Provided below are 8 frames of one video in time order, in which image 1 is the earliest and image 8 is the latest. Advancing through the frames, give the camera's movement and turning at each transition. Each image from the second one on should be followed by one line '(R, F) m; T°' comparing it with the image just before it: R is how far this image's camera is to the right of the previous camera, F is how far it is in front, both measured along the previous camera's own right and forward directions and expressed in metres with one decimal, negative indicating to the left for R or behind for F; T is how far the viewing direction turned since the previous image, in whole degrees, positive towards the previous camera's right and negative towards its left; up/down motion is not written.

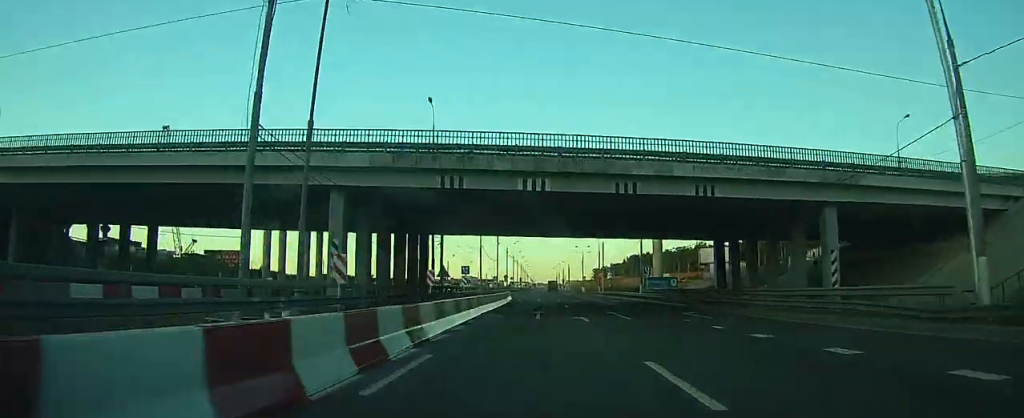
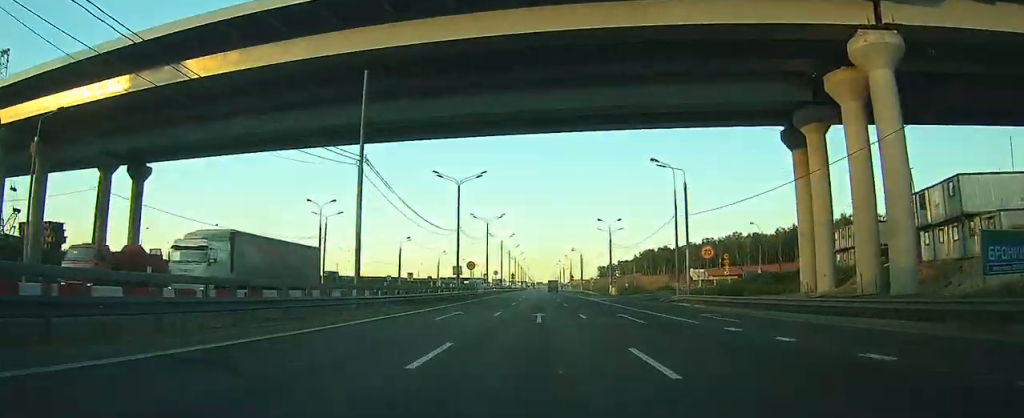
(-0.7, +61.4) m; 0°
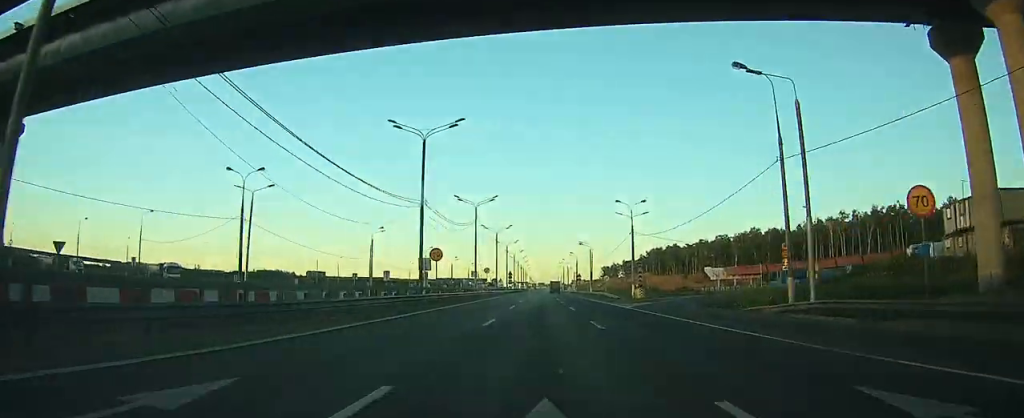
(+0.2, +21.3) m; 0°
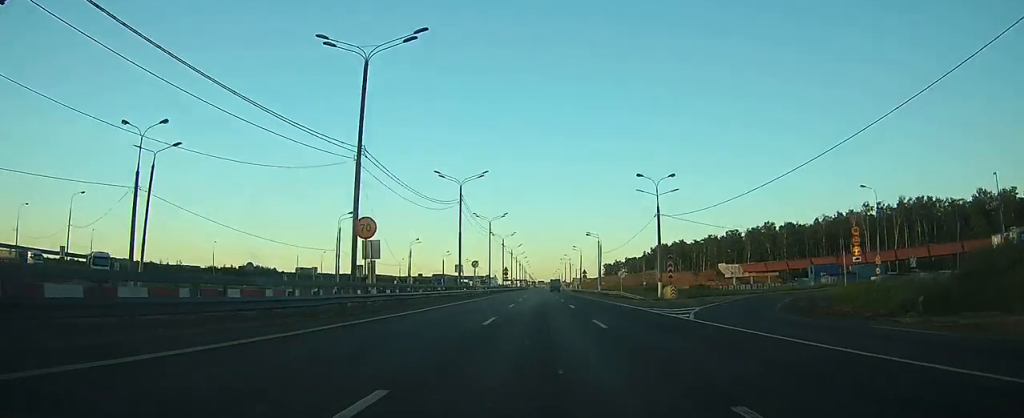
(0.0, +16.2) m; 0°
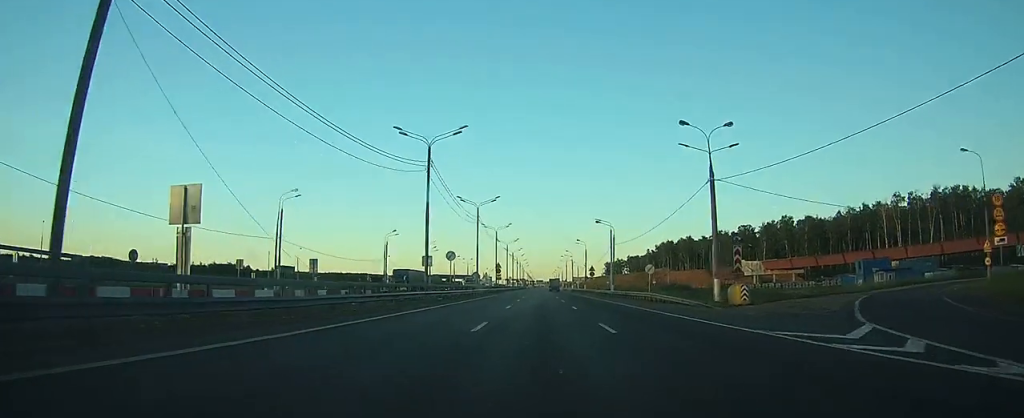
(0.0, +18.8) m; 0°
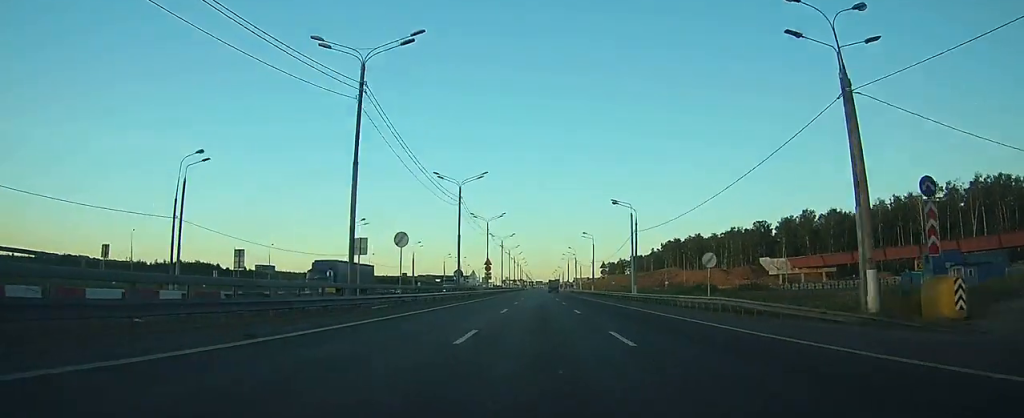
(0.0, +18.9) m; 0°
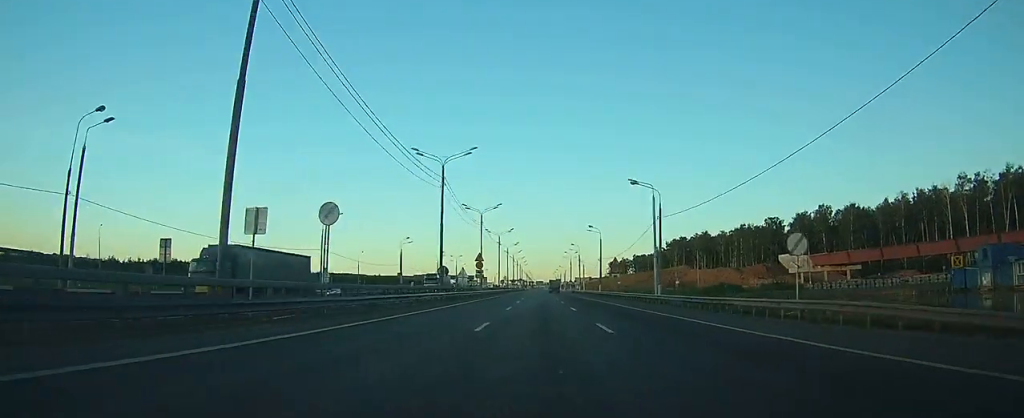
(0.0, +12.1) m; 0°
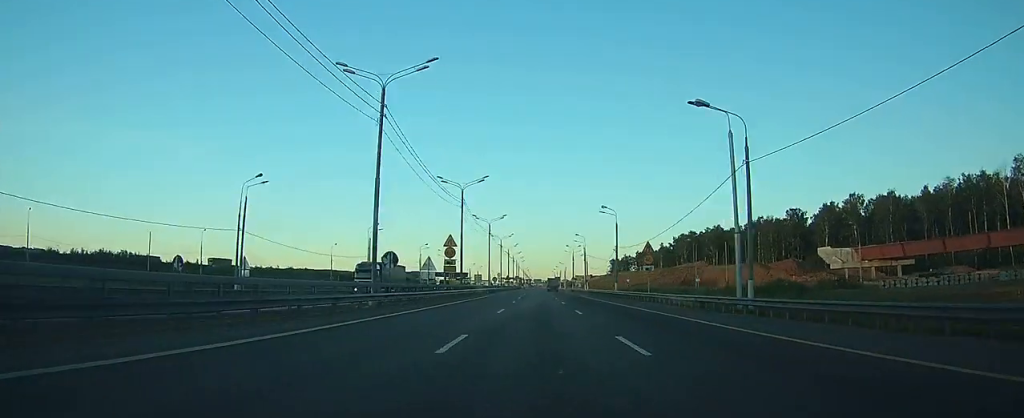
(0.0, +21.7) m; 0°
